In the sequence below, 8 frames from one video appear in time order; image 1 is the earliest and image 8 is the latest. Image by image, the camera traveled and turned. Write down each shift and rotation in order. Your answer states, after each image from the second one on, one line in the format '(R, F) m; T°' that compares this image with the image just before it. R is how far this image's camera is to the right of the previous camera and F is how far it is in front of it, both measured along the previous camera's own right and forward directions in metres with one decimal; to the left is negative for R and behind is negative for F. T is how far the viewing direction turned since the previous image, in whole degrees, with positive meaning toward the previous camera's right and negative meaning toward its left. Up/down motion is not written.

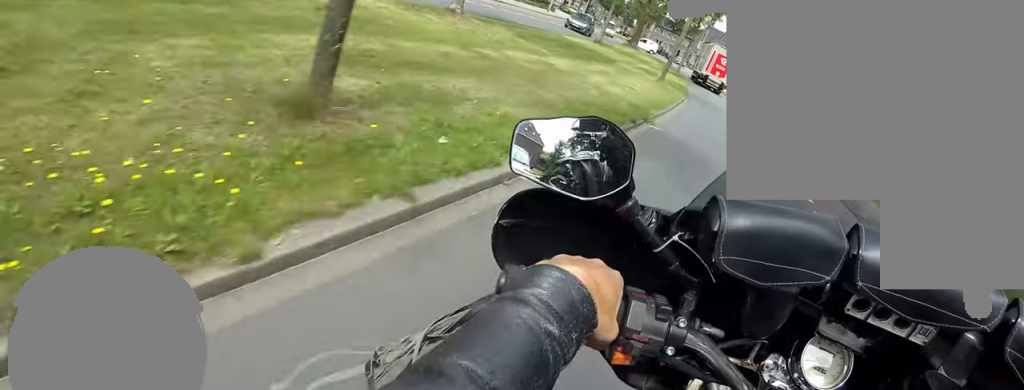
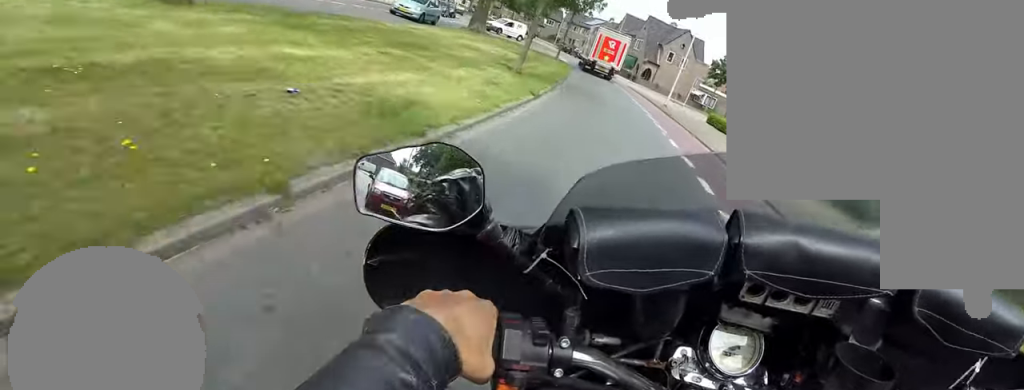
(-0.9, +19.0) m; -5°
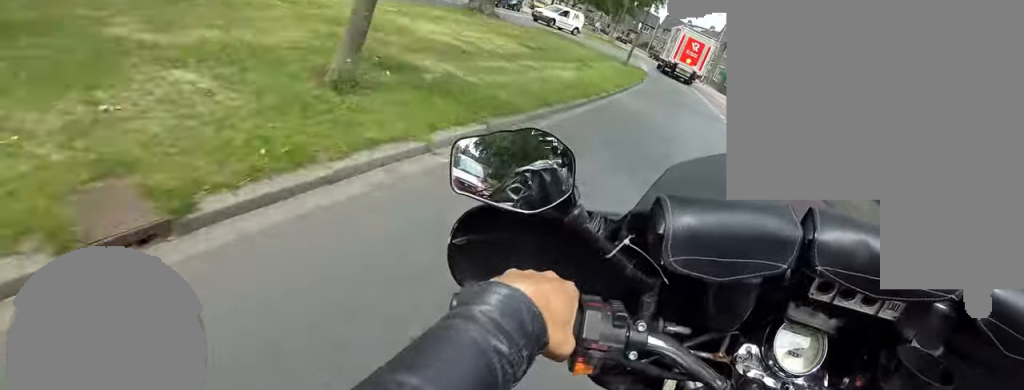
(-0.2, +9.5) m; -6°
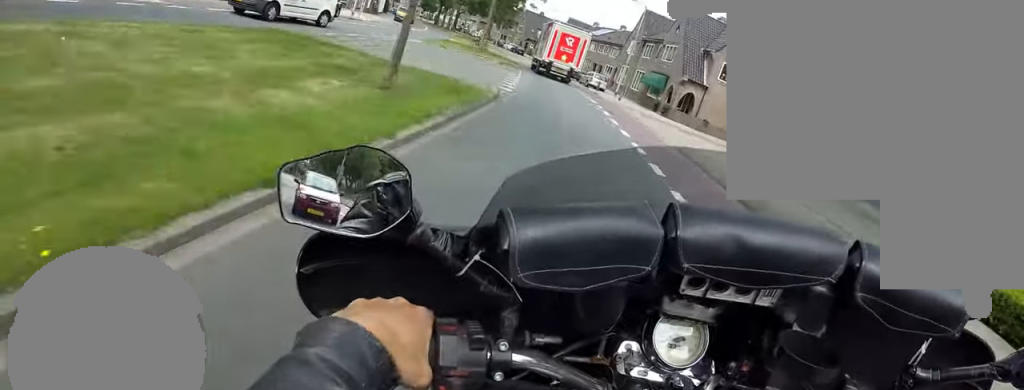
(-1.5, +15.4) m; -5°
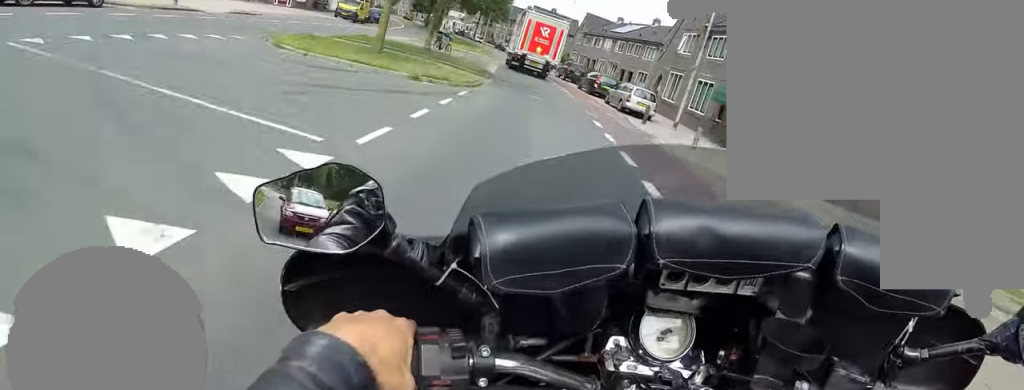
(+0.4, +18.2) m; -1°
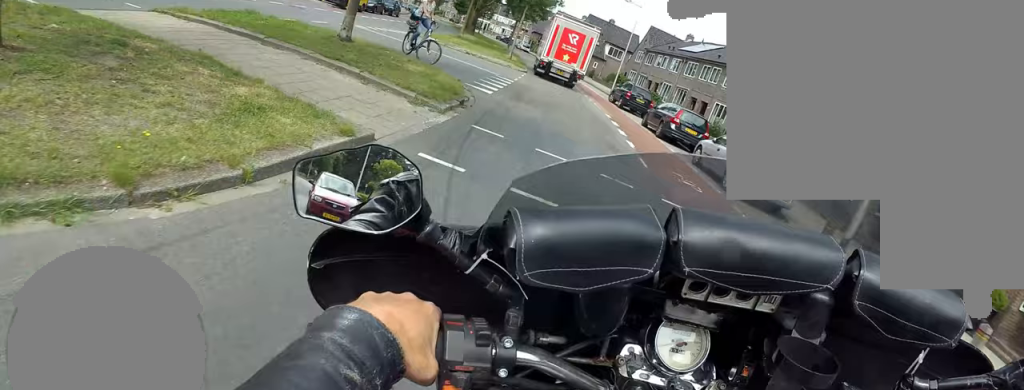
(-0.6, +11.4) m; -4°
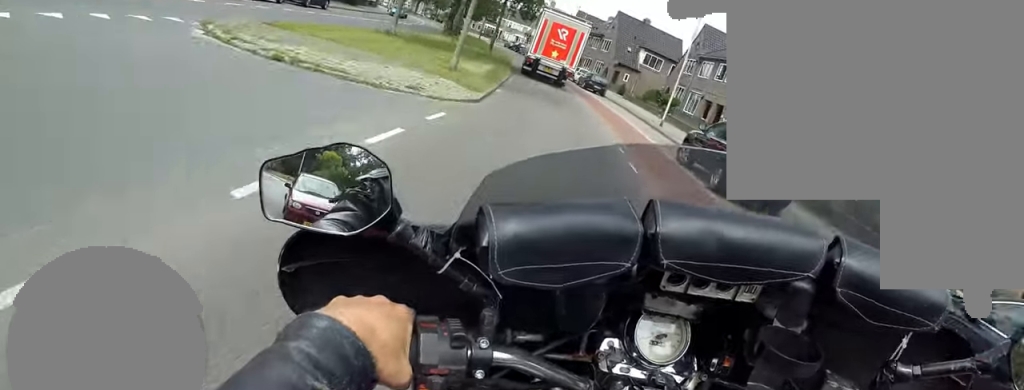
(-0.9, +17.4) m; -10°
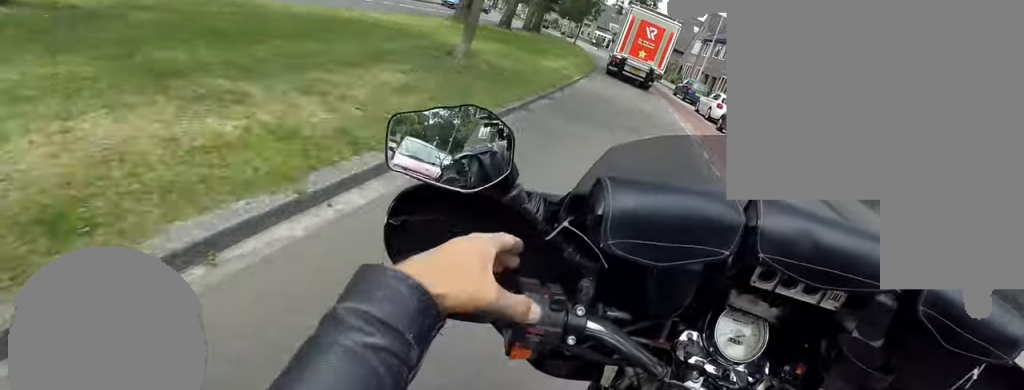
(-2.0, +17.9) m; -4°
